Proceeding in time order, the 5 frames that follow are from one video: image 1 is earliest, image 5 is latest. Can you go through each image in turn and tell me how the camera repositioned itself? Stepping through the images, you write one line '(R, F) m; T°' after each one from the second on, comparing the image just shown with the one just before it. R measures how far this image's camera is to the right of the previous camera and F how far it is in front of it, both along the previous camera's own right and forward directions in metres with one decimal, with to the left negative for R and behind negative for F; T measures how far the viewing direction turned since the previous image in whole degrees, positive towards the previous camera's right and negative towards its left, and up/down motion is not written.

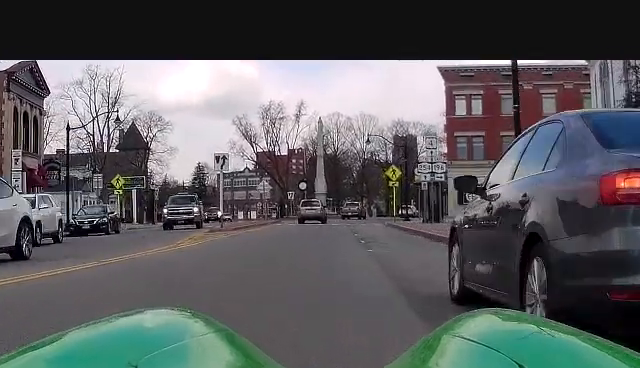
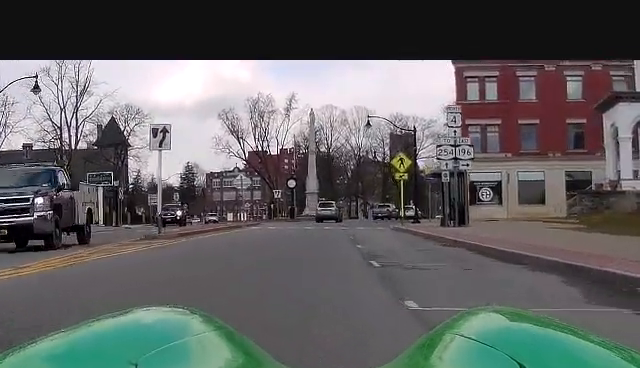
(+0.1, +11.2) m; +2°
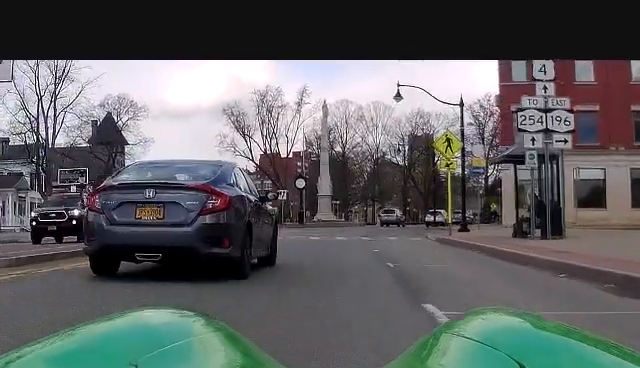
(0.0, +13.1) m; -1°
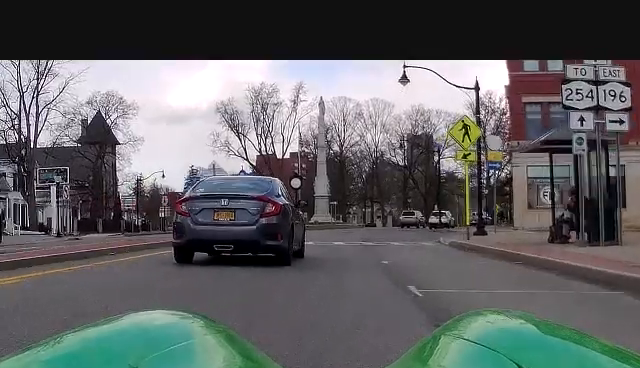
(0.0, +4.6) m; 0°
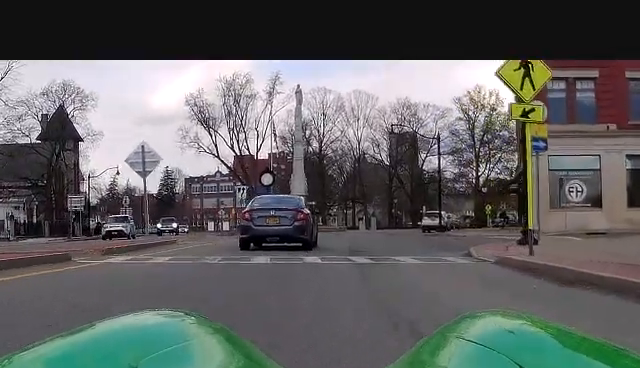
(+0.2, +10.4) m; +2°
